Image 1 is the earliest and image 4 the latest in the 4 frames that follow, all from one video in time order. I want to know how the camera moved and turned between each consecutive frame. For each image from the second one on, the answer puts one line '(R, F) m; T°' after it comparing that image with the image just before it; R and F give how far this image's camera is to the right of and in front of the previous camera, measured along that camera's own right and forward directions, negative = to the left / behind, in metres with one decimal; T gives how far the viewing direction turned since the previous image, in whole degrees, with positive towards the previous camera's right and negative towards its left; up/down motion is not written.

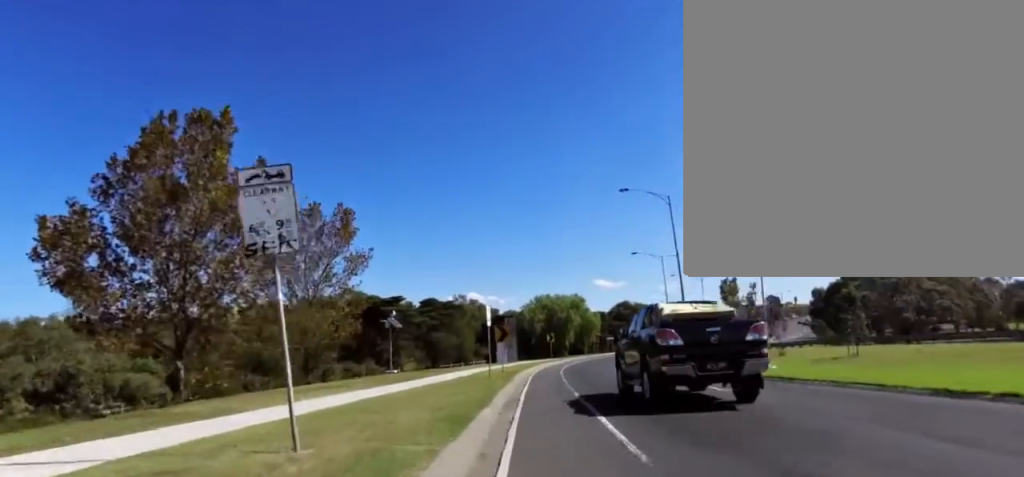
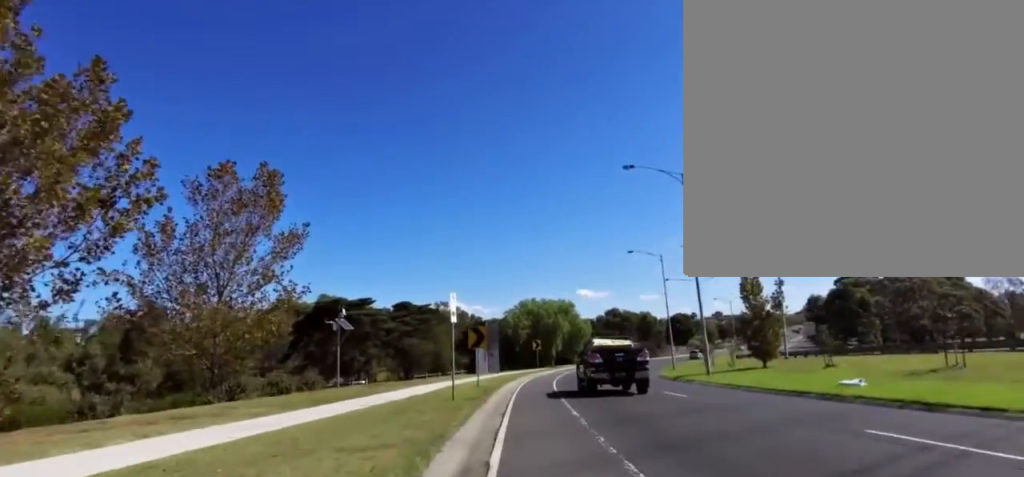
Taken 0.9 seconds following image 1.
(0.0, +7.4) m; +2°
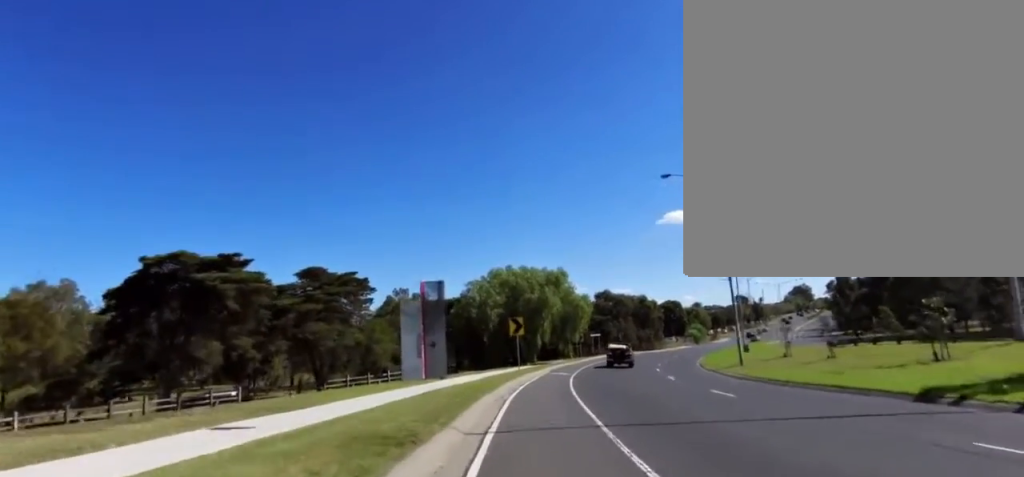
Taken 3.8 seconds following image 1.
(+0.5, +25.9) m; +1°
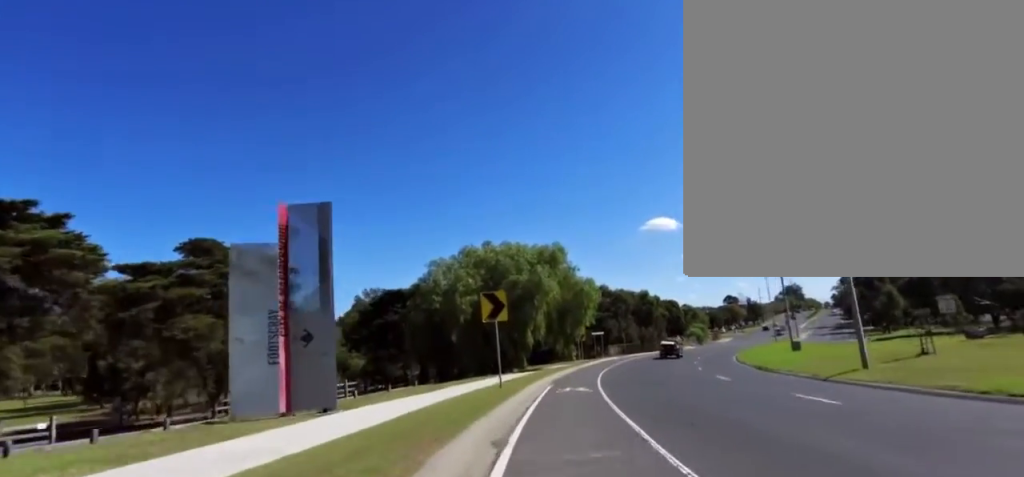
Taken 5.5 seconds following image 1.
(-0.1, +16.0) m; +1°
